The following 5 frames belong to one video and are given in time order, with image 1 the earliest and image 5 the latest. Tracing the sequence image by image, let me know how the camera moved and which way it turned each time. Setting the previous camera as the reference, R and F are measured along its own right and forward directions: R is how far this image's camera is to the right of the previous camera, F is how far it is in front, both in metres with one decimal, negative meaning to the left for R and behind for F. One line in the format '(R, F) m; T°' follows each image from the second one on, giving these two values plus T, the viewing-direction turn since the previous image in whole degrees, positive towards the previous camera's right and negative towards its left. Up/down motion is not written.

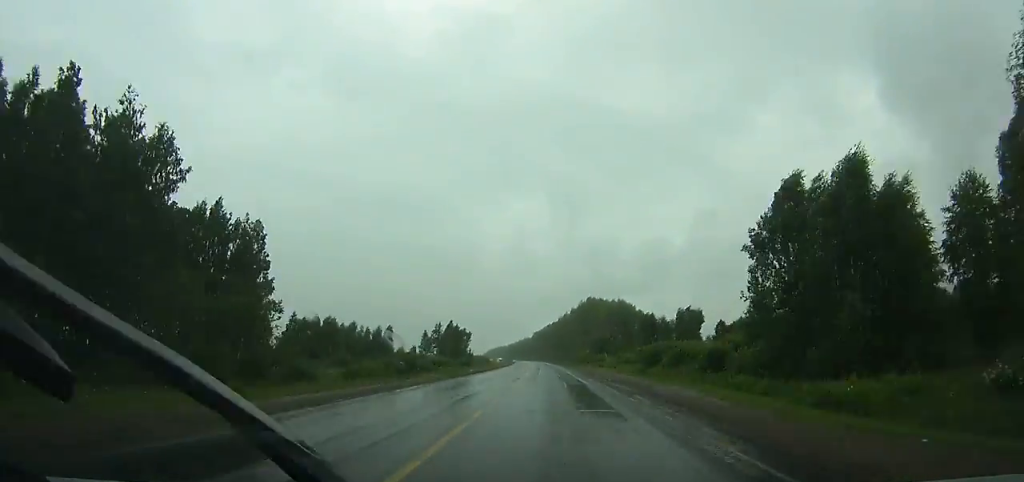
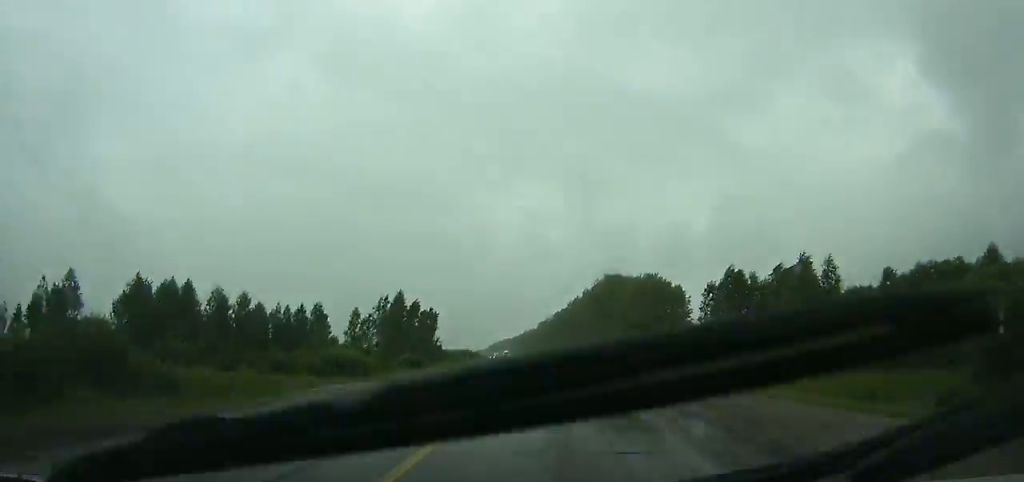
(-0.4, +51.8) m; -1°
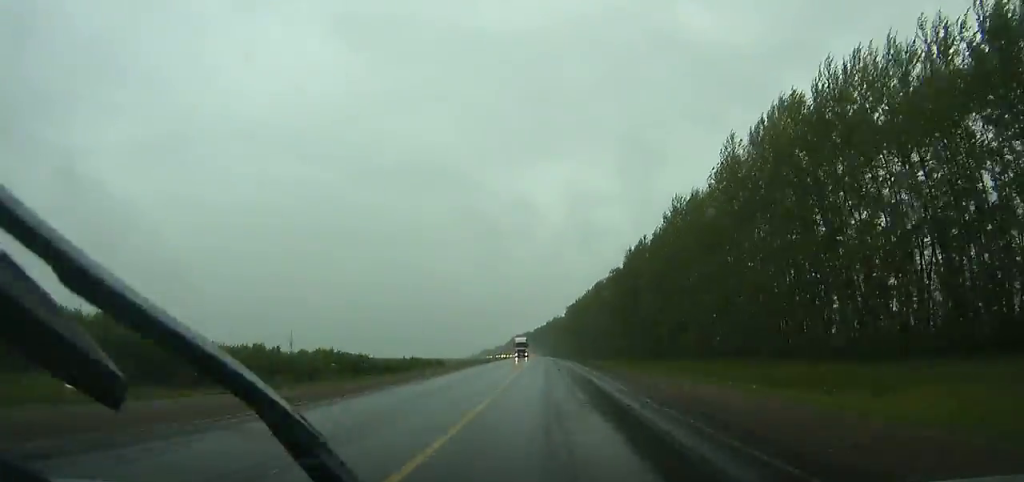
(-3.1, +126.6) m; -3°
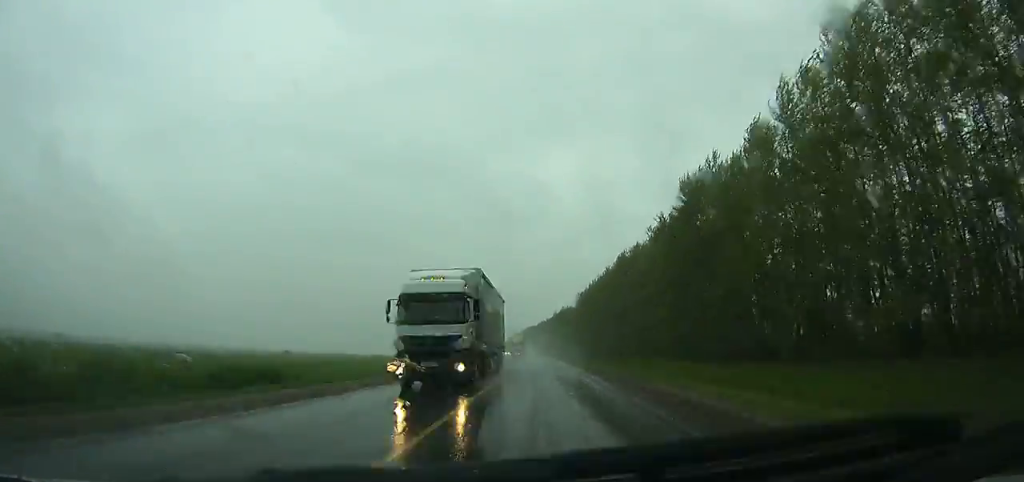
(-0.2, +51.6) m; -1°
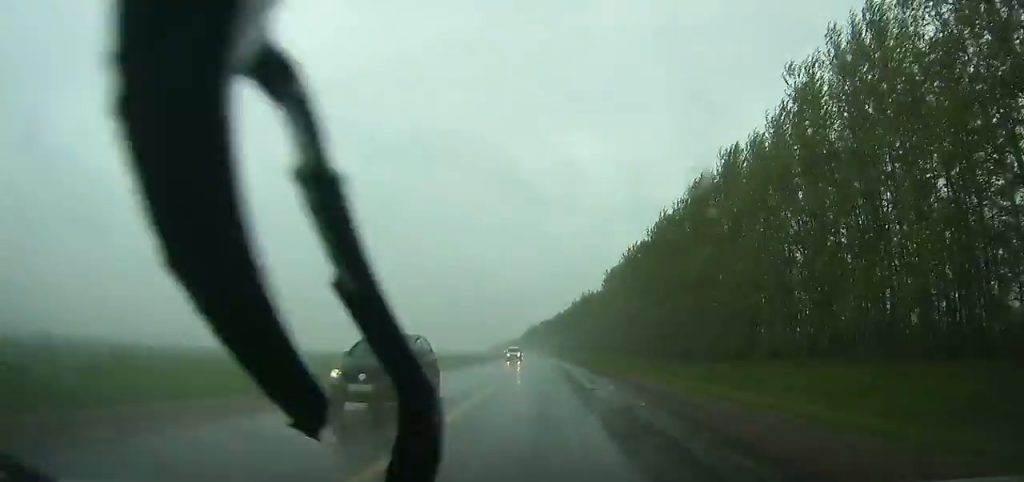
(-0.8, +63.8) m; -1°
